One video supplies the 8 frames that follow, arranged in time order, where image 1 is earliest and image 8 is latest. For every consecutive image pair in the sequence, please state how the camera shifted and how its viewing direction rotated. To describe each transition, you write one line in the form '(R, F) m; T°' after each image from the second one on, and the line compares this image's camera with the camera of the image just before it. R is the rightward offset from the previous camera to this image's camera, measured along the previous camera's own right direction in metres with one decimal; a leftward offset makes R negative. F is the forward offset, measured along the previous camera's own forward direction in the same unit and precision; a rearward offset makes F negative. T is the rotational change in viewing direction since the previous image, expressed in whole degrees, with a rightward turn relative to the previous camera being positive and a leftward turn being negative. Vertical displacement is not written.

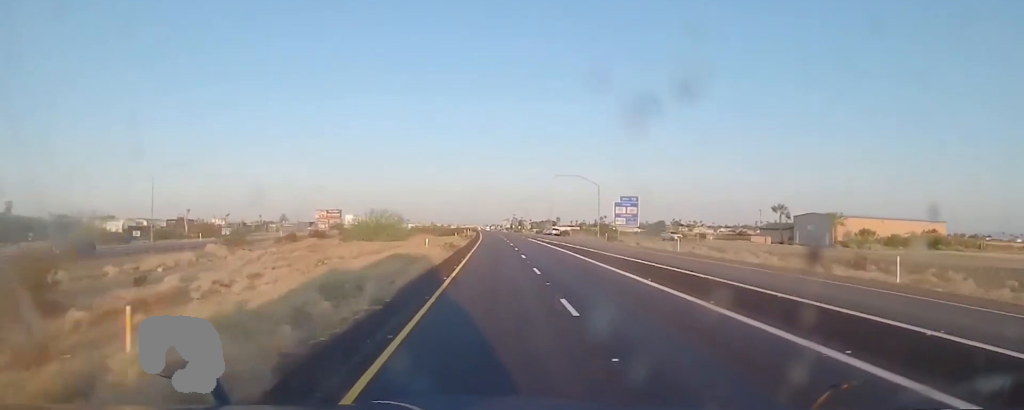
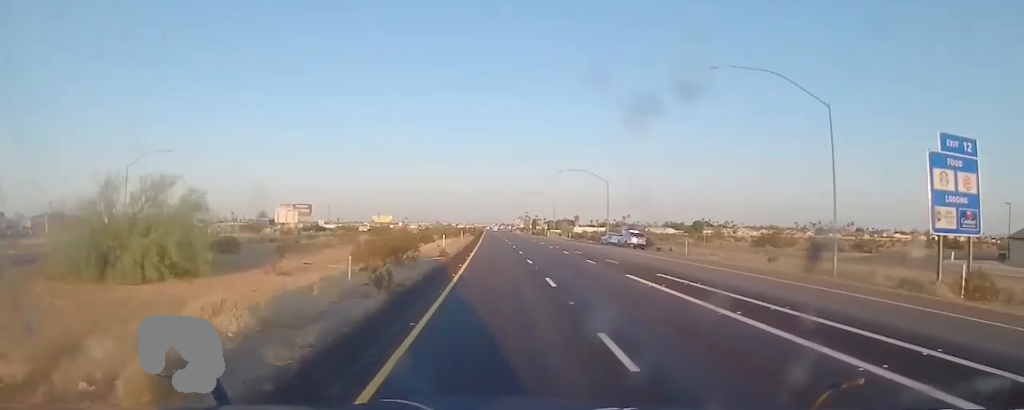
(-0.5, +62.5) m; -1°
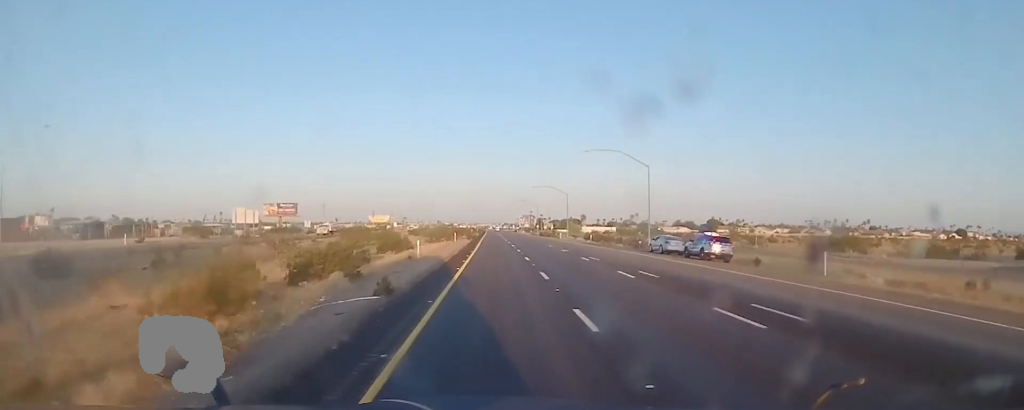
(0.0, +21.5) m; 0°
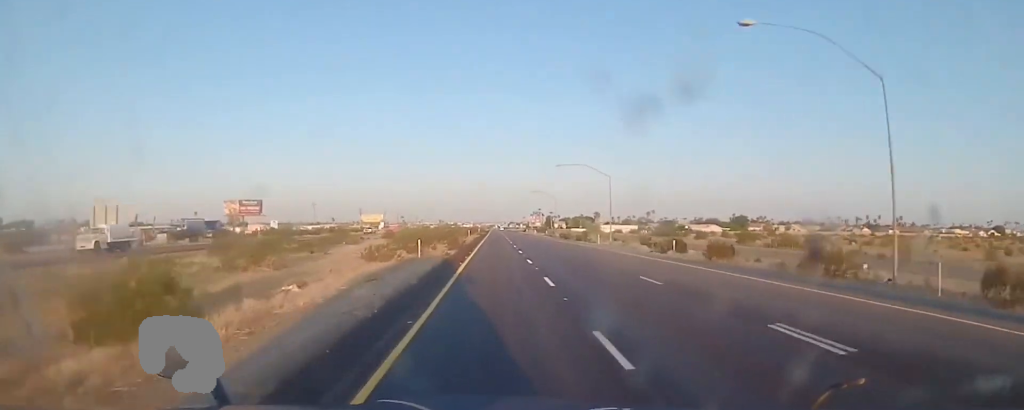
(0.0, +39.2) m; 0°
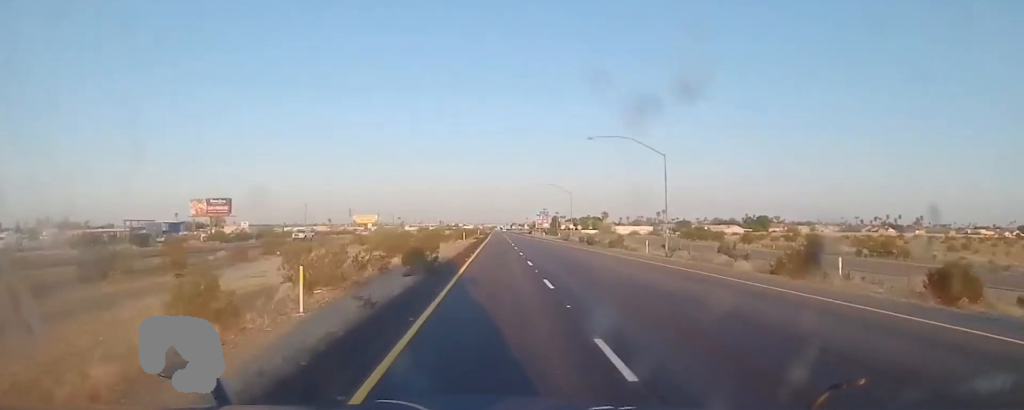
(+0.1, +25.3) m; 0°
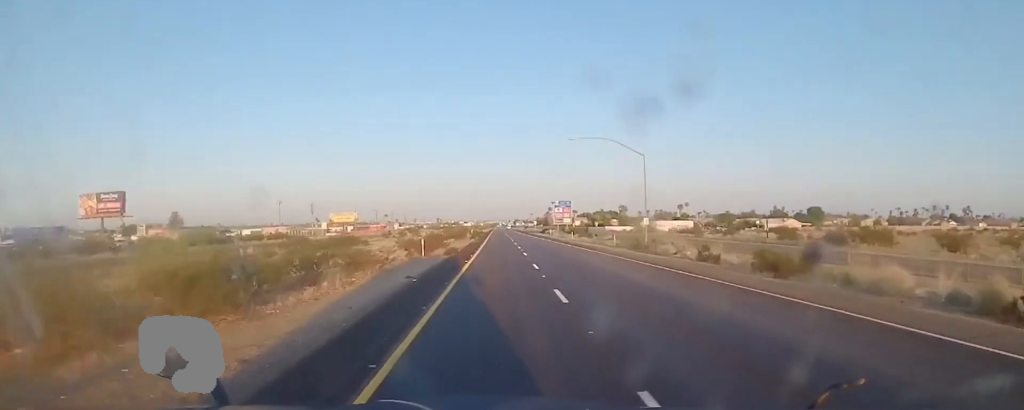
(-0.9, +56.8) m; -1°
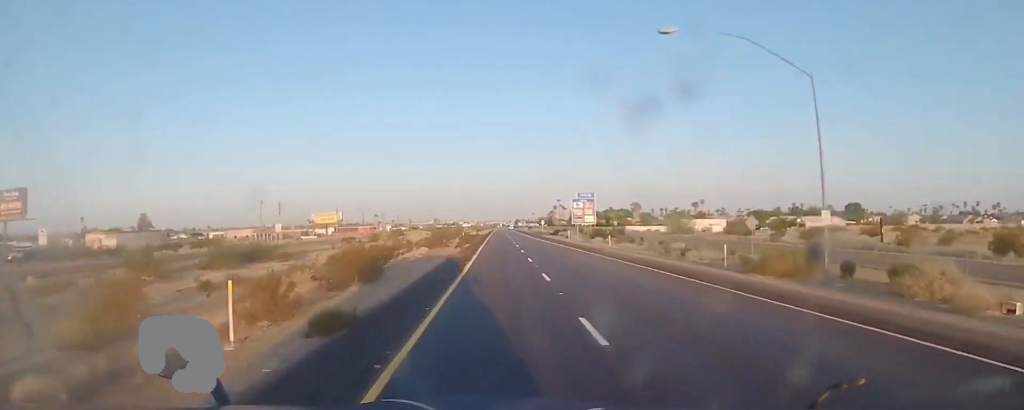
(0.0, +34.1) m; 0°
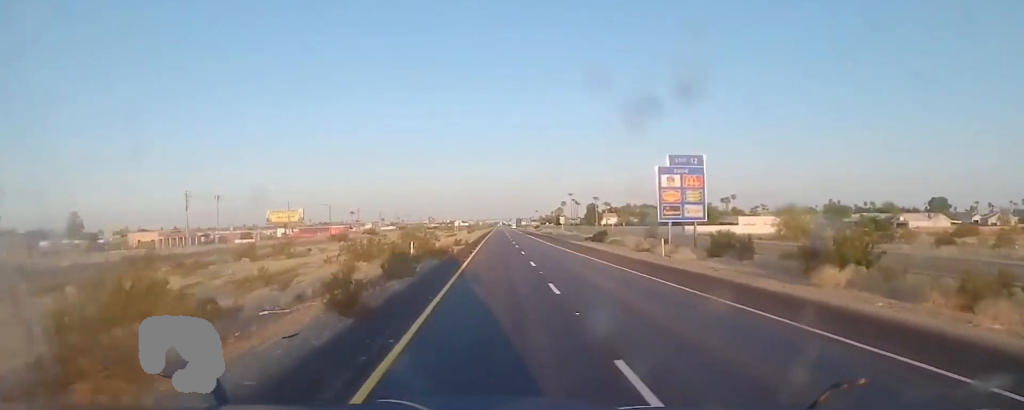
(-0.5, +58.7) m; -1°
